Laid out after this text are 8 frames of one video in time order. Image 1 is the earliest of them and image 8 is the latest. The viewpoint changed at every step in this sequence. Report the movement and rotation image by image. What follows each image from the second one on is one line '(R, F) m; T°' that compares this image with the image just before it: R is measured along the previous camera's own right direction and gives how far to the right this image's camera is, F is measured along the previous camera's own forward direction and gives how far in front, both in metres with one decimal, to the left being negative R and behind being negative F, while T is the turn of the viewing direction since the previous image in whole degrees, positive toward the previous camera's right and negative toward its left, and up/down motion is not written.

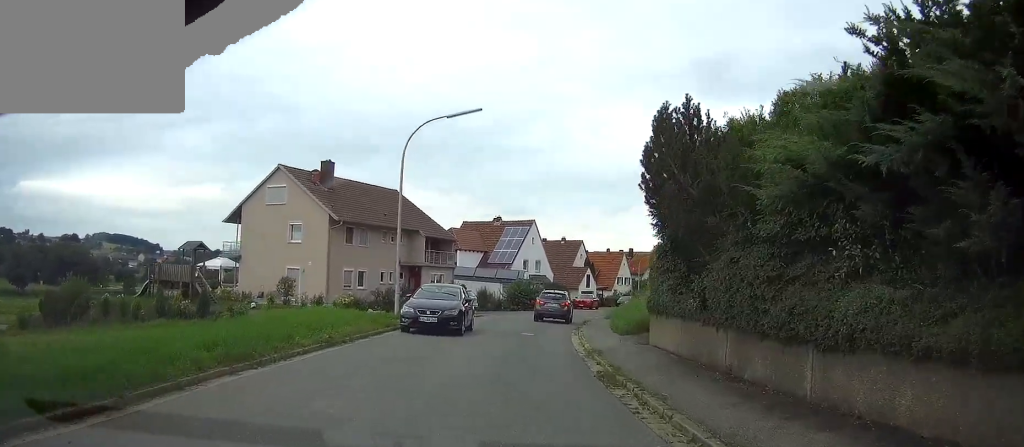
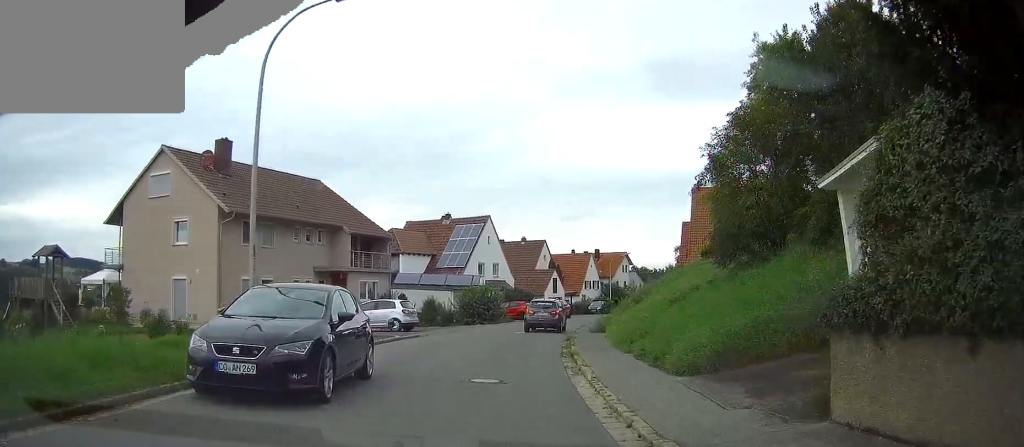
(+0.4, +11.6) m; +3°
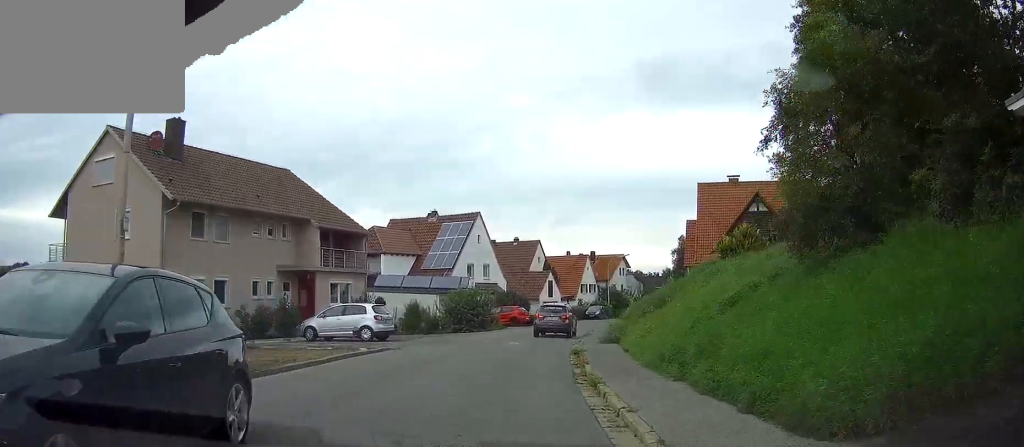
(0.0, +5.3) m; +1°
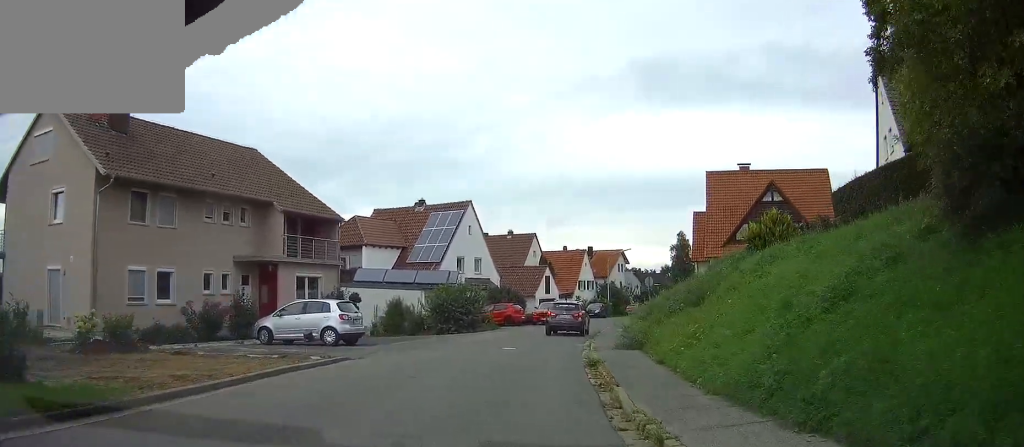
(+0.1, +5.0) m; +1°
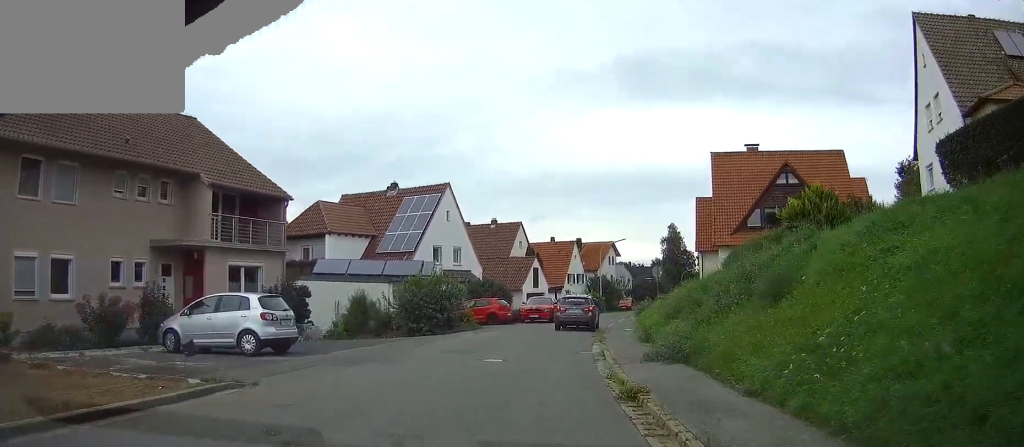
(+0.1, +6.2) m; +1°
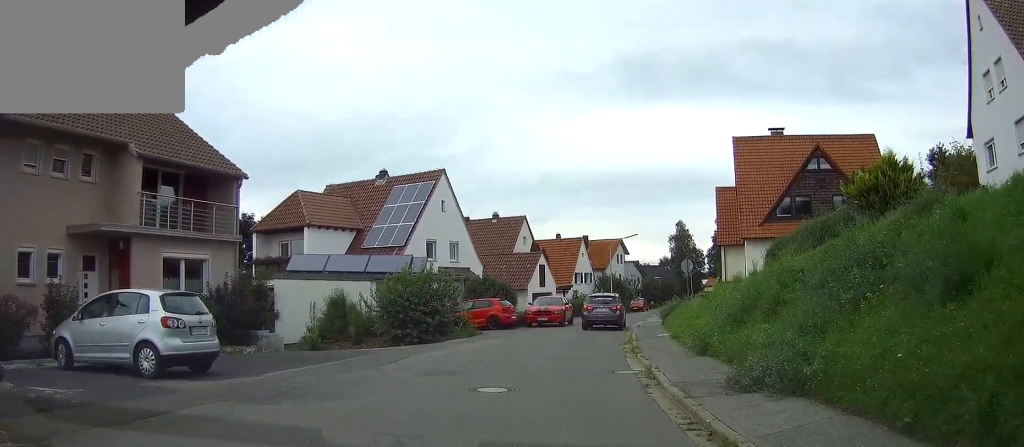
(0.0, +5.3) m; 0°
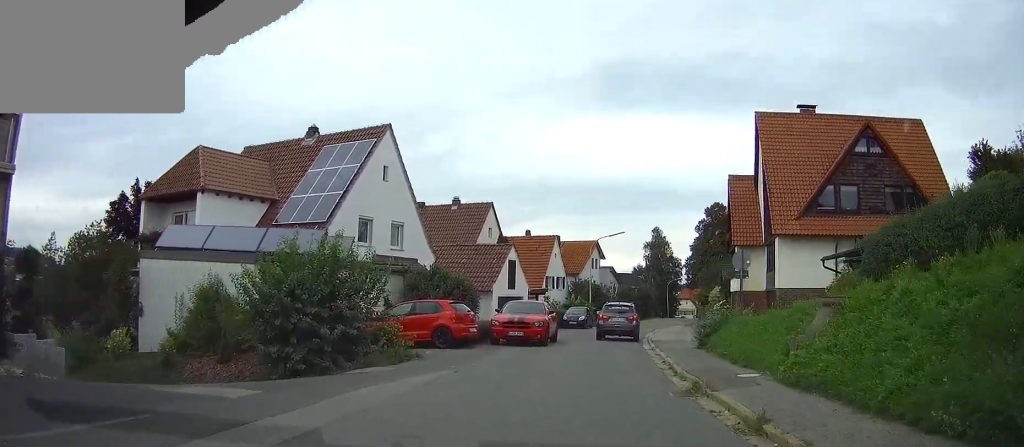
(0.0, +10.8) m; +3°
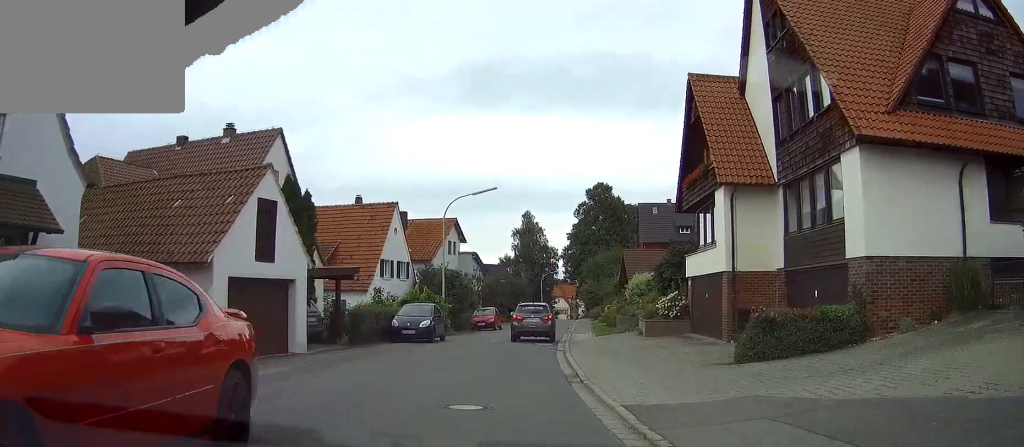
(+2.5, +20.5) m; +12°
